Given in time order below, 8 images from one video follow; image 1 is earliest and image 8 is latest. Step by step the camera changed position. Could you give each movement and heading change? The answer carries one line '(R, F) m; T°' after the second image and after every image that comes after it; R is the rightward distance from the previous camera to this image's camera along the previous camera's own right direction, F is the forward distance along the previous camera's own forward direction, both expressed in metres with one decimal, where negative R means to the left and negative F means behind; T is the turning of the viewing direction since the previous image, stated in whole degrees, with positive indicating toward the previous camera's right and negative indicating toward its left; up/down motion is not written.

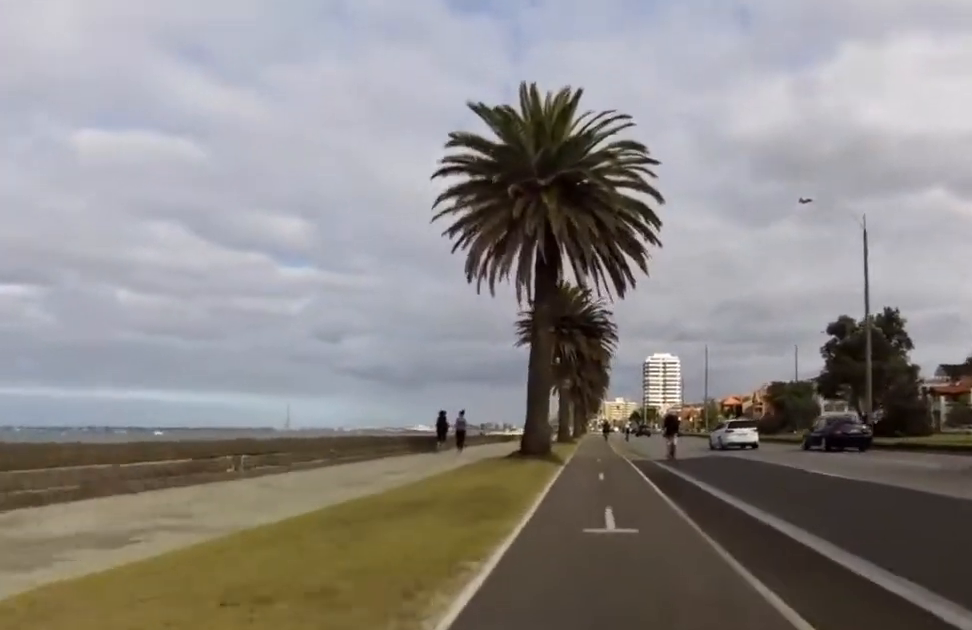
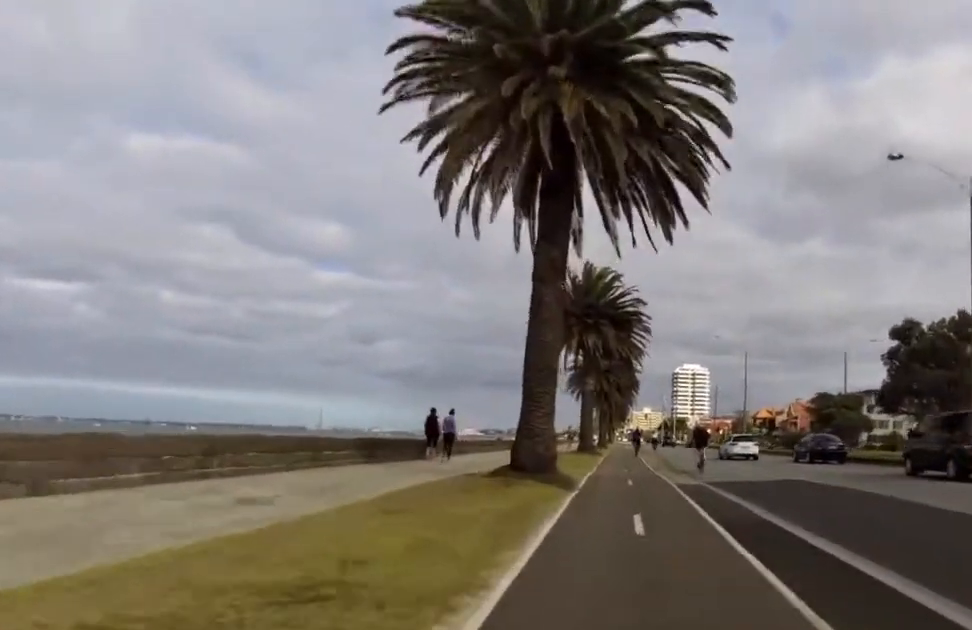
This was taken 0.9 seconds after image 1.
(-0.1, +8.0) m; -2°
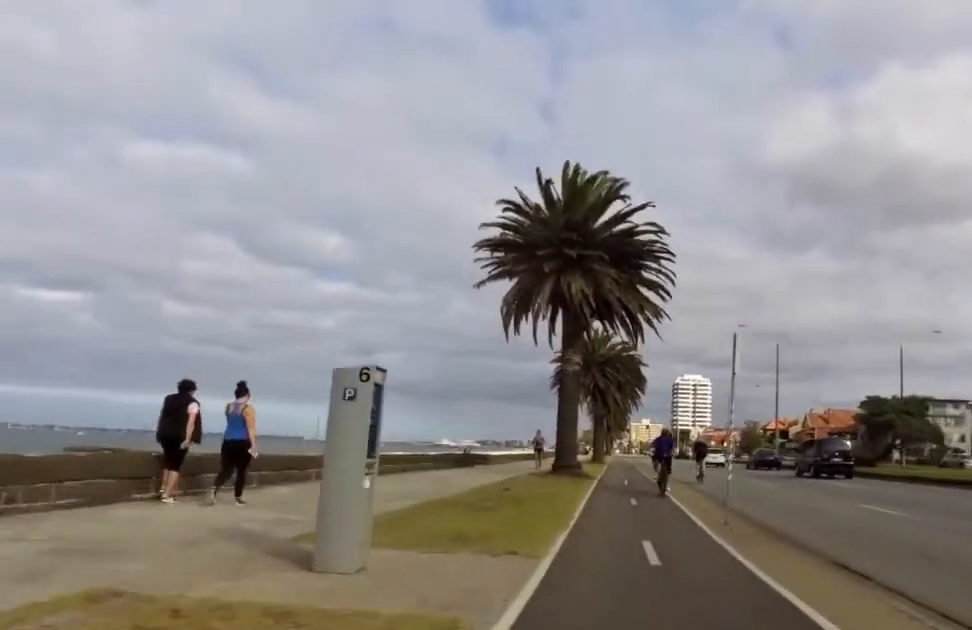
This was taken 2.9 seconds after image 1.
(+0.3, +17.3) m; +3°
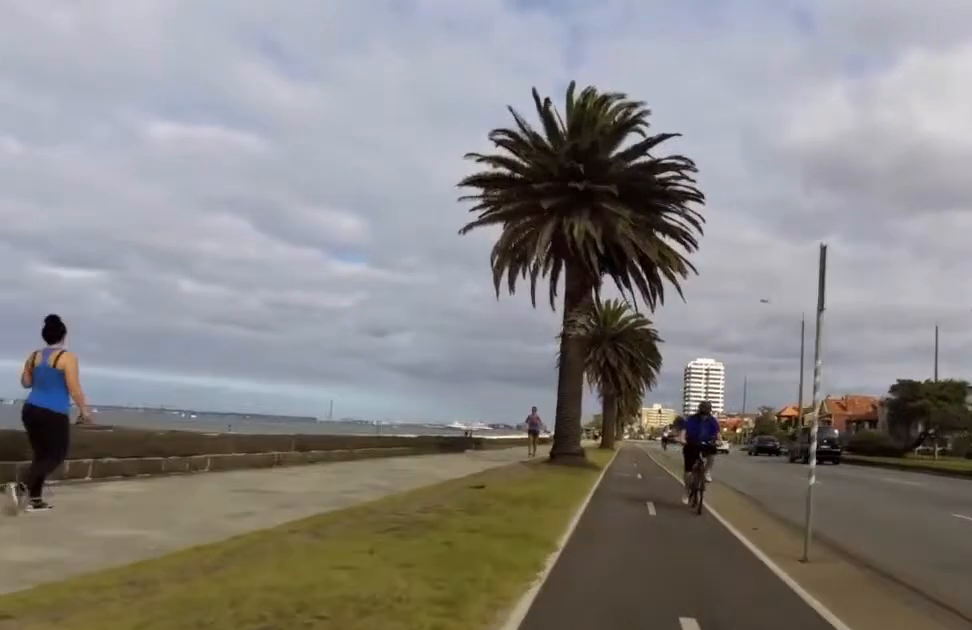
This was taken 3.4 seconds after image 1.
(+0.1, +4.6) m; +1°
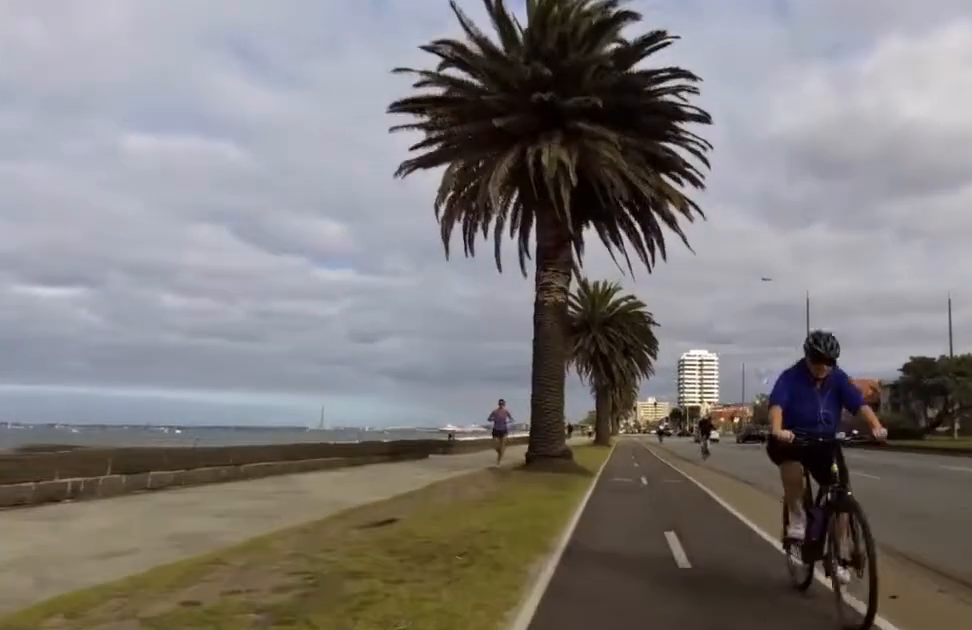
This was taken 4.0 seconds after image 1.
(-0.2, +4.7) m; 0°
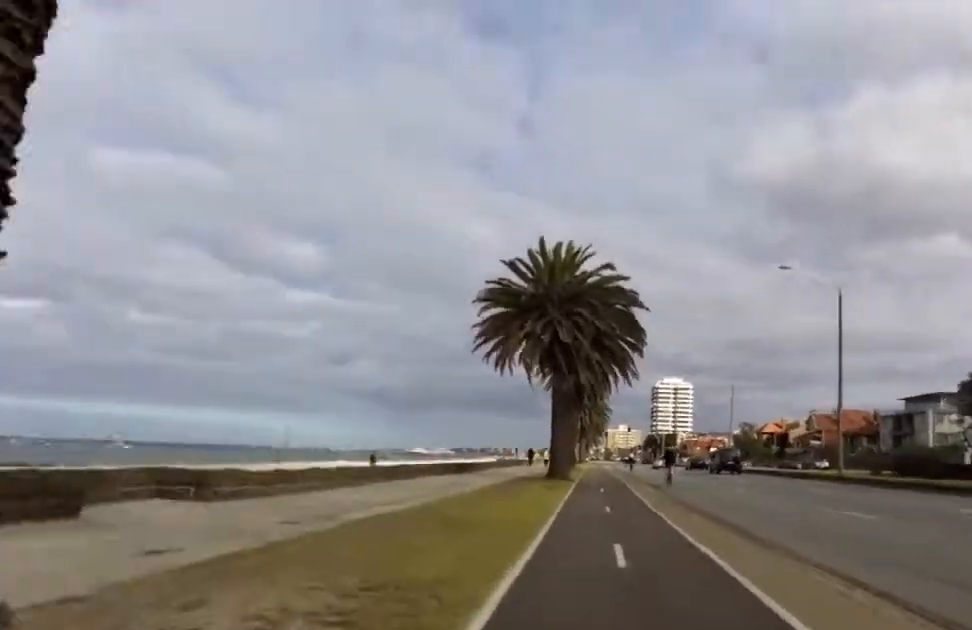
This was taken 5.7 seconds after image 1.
(+0.5, +14.7) m; +5°
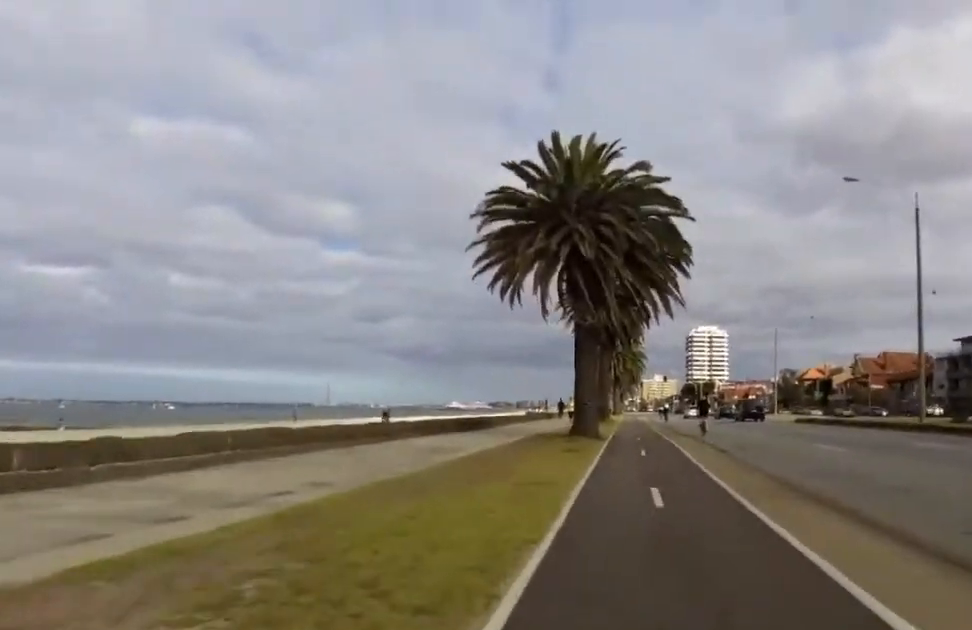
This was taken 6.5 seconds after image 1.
(+0.1, +6.6) m; +1°
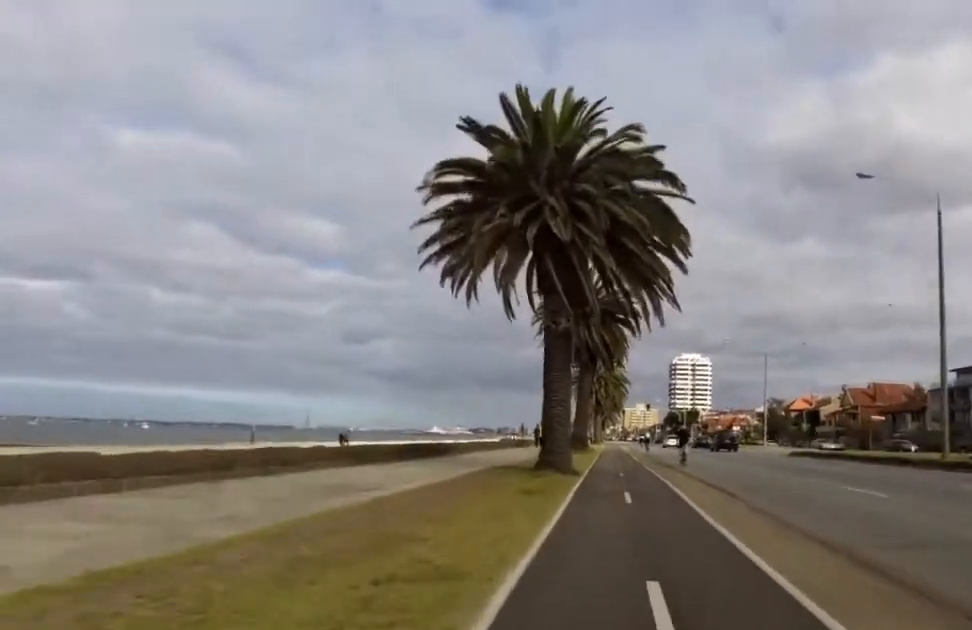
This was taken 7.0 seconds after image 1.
(+0.6, +4.5) m; -4°
